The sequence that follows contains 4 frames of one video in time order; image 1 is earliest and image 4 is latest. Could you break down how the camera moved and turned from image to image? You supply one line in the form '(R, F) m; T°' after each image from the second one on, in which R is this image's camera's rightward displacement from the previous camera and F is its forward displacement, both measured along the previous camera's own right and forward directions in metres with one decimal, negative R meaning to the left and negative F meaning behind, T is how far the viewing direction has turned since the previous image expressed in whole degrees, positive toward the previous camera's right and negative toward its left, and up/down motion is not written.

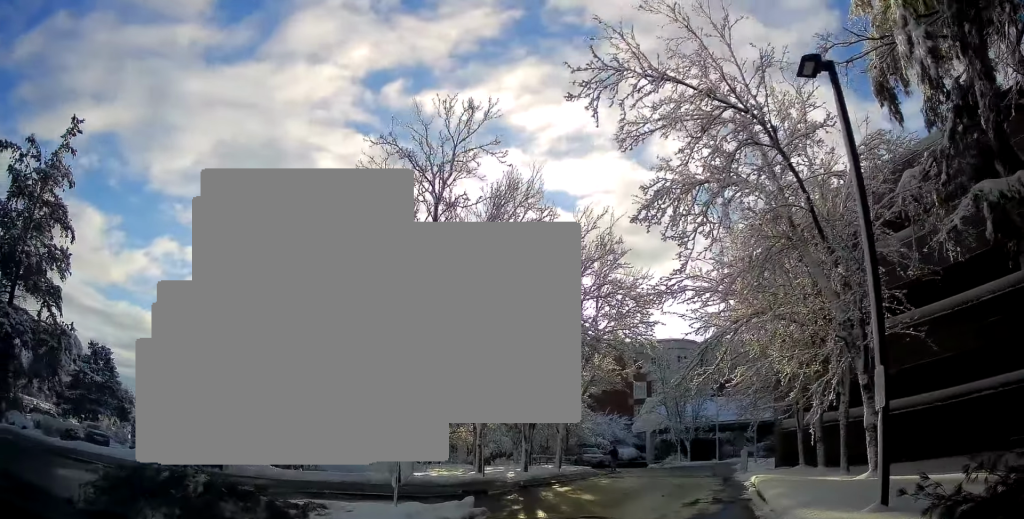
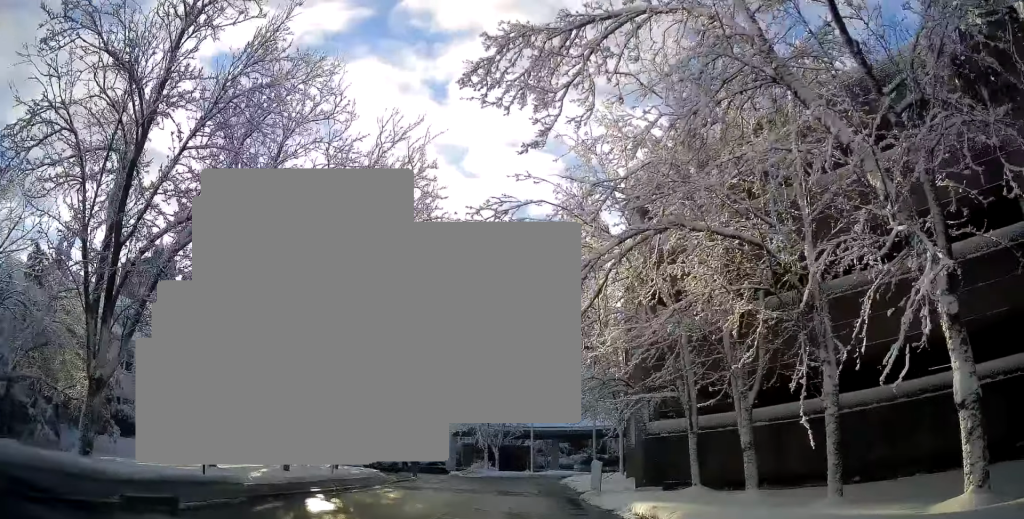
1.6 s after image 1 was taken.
(+1.1, +8.1) m; +20°
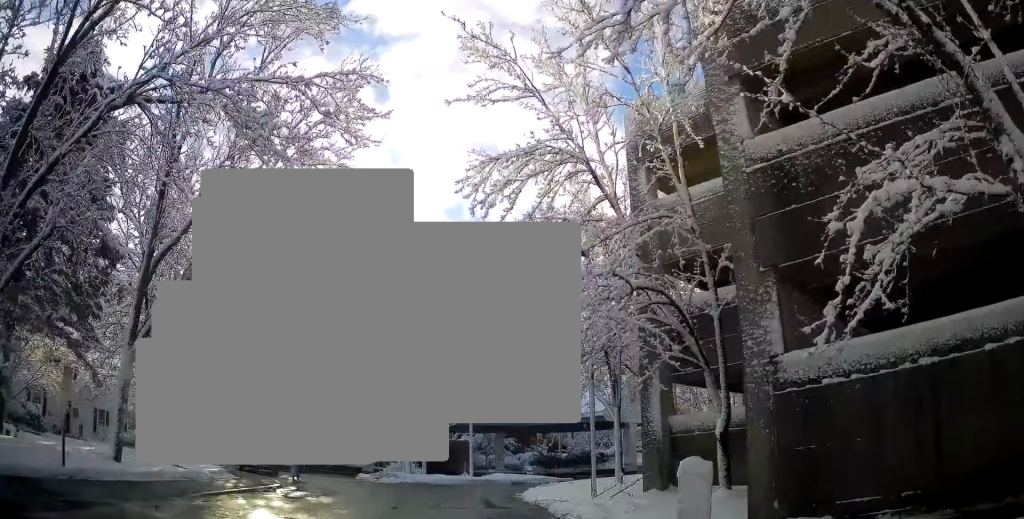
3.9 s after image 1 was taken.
(+2.2, +10.6) m; +17°
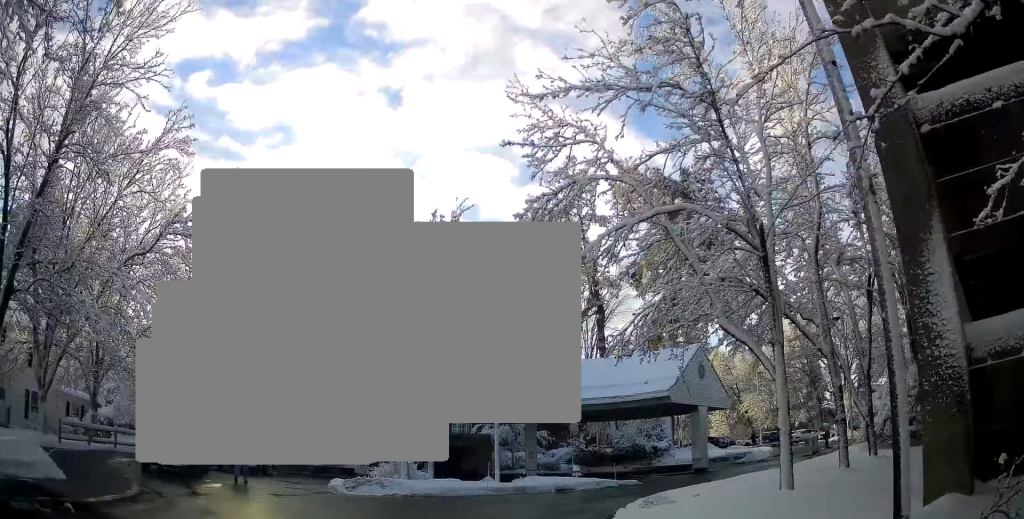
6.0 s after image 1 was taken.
(+0.5, +10.5) m; +3°
